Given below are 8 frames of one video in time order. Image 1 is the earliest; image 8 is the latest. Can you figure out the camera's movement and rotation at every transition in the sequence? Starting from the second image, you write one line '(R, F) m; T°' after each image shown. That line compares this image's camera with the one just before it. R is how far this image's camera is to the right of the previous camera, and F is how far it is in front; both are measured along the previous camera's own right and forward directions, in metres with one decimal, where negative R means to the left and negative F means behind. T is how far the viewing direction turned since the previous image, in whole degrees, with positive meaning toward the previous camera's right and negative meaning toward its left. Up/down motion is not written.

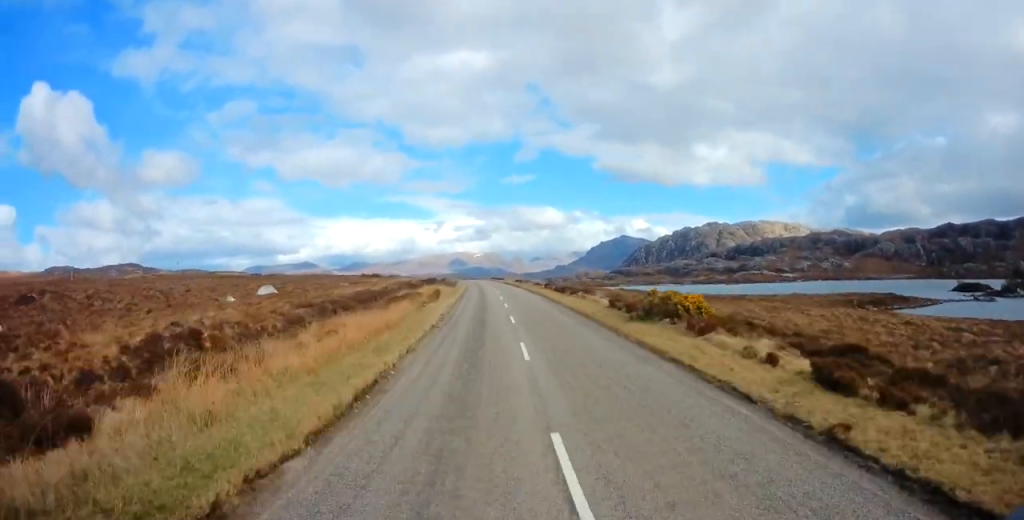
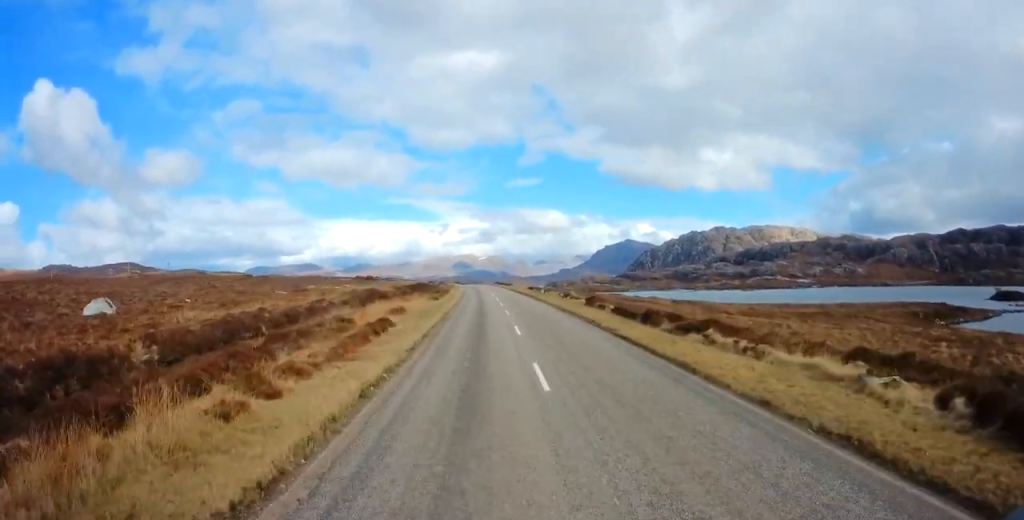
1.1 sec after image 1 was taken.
(-0.6, +21.0) m; -2°
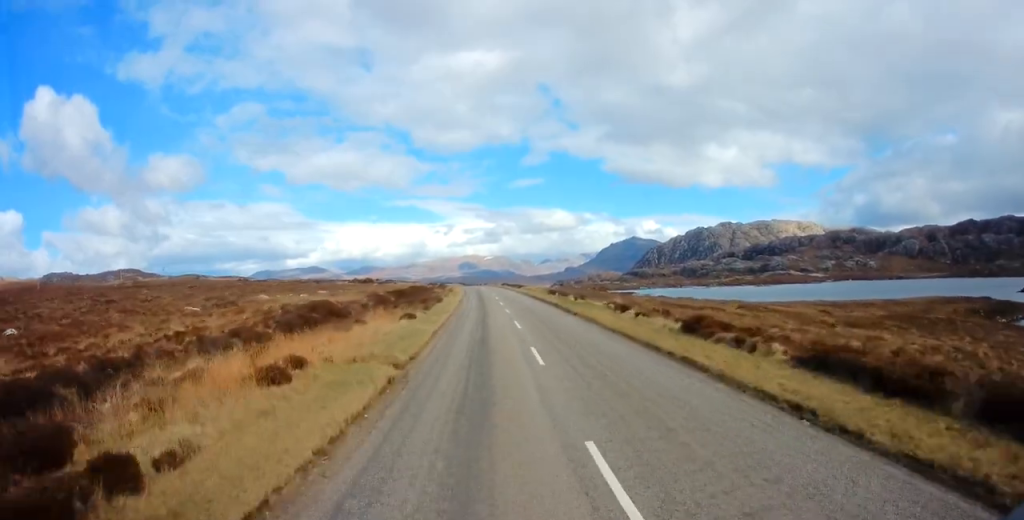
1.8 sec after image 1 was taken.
(0.0, +14.8) m; 0°
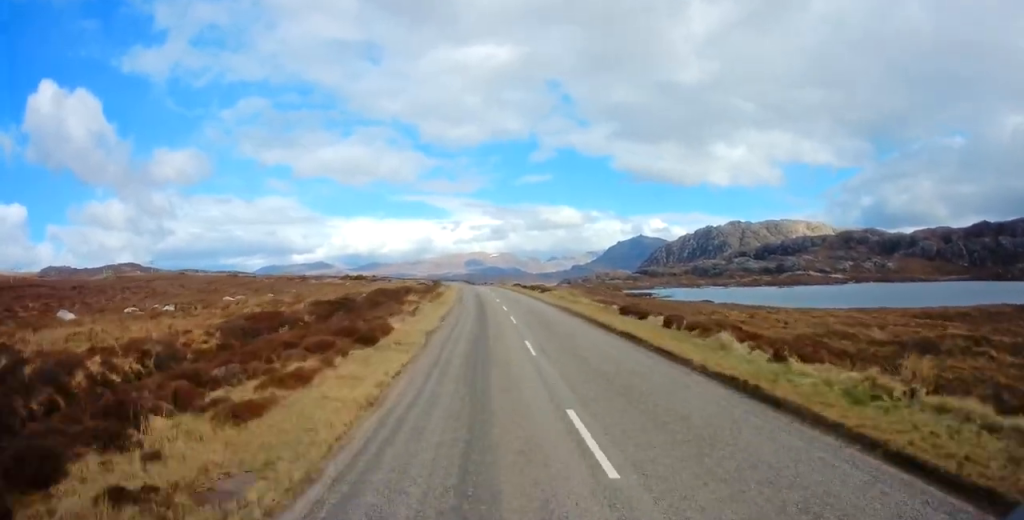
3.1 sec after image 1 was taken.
(0.0, +24.8) m; 0°
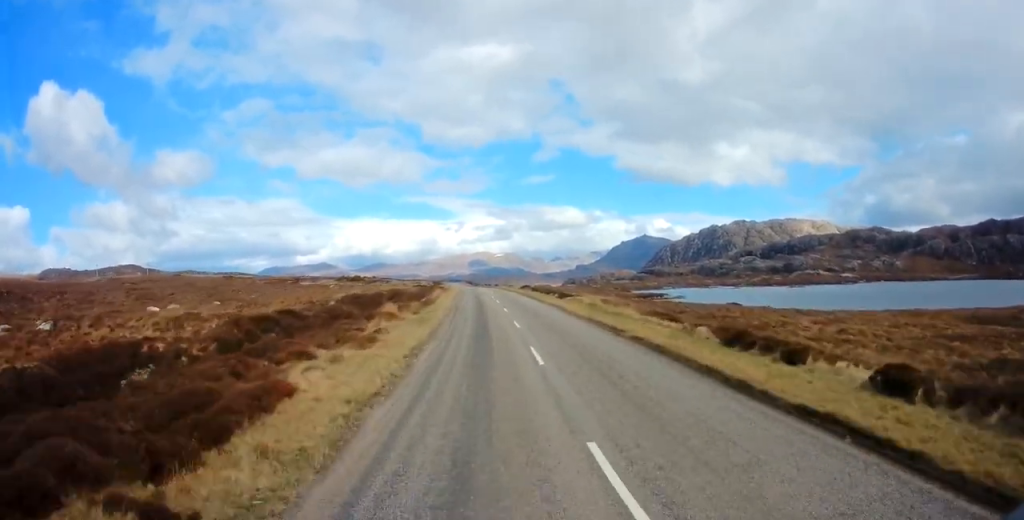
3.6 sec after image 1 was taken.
(0.0, +10.1) m; -1°
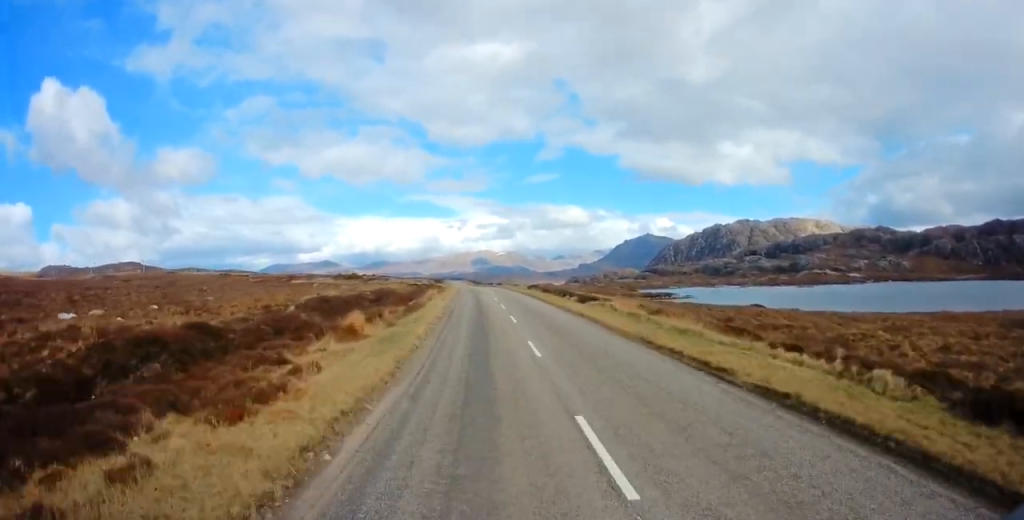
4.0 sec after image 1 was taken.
(+0.1, +7.8) m; 0°
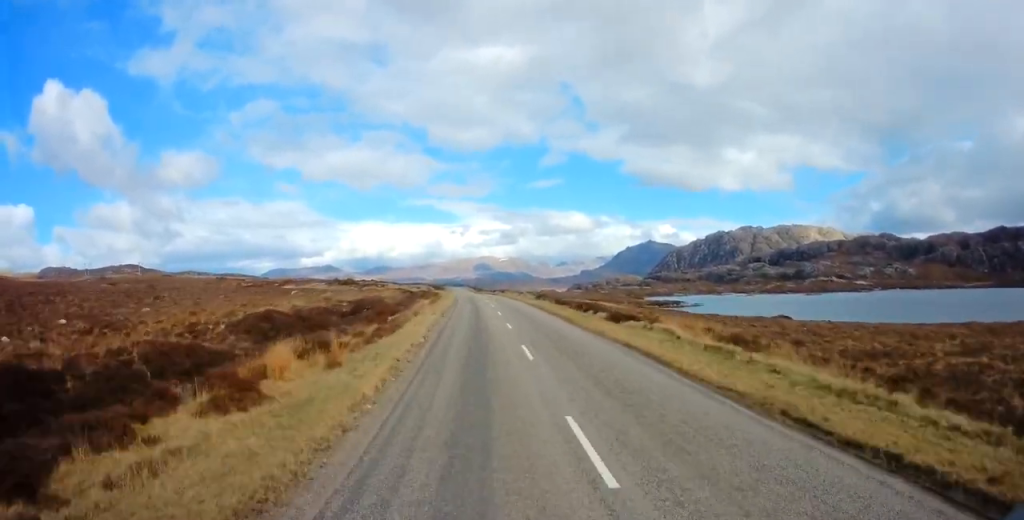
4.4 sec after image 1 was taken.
(-0.2, +7.8) m; 0°
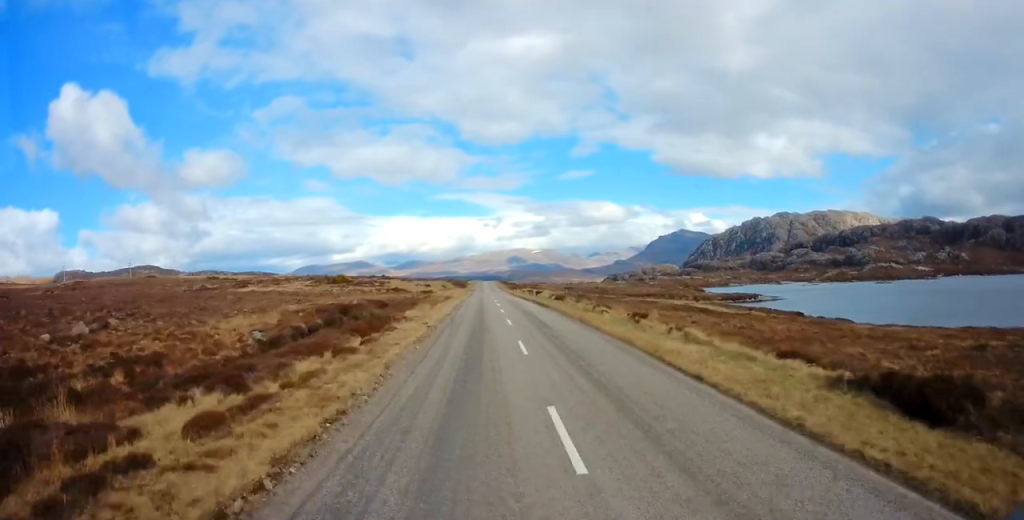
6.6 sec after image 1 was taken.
(-0.1, +43.1) m; -2°
